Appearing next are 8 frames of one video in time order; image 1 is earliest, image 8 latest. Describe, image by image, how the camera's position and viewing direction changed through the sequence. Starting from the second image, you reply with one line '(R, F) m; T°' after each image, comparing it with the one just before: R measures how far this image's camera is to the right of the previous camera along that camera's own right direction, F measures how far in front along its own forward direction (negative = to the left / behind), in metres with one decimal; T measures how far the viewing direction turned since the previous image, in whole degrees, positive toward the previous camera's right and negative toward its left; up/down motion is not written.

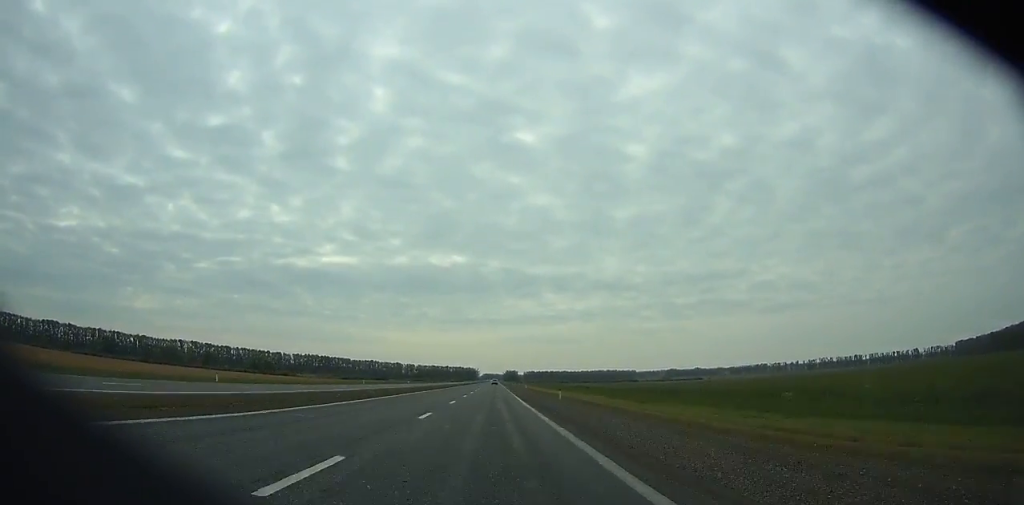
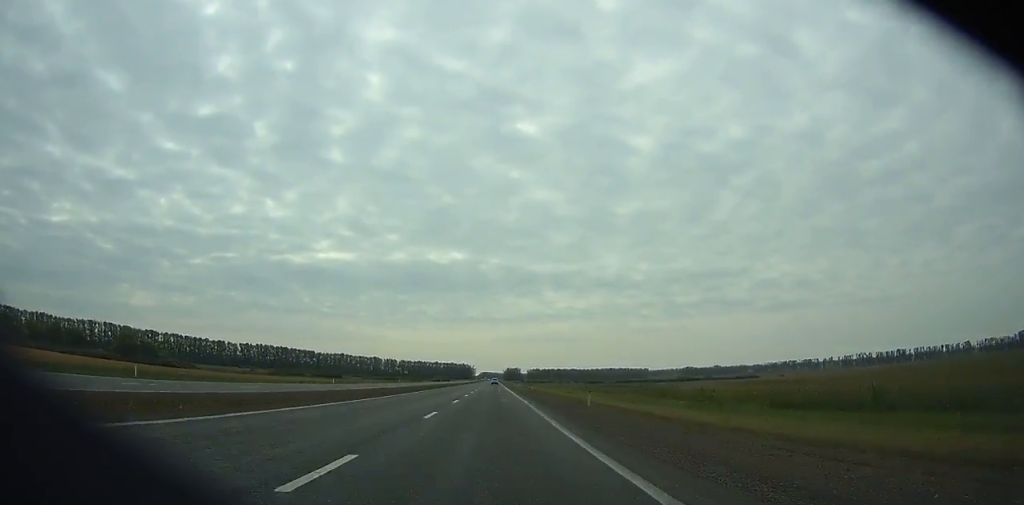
(-0.2, +166.7) m; 0°
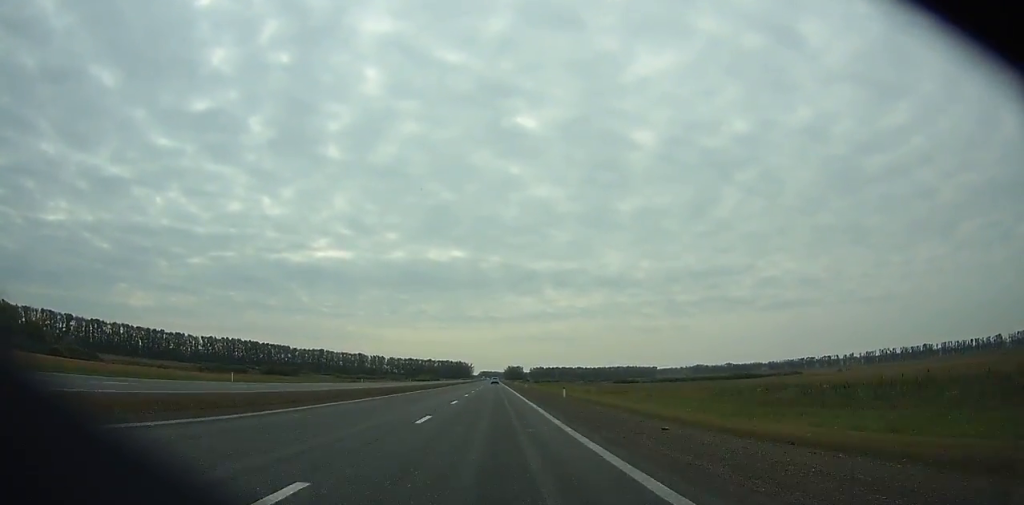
(0.0, +85.4) m; 0°
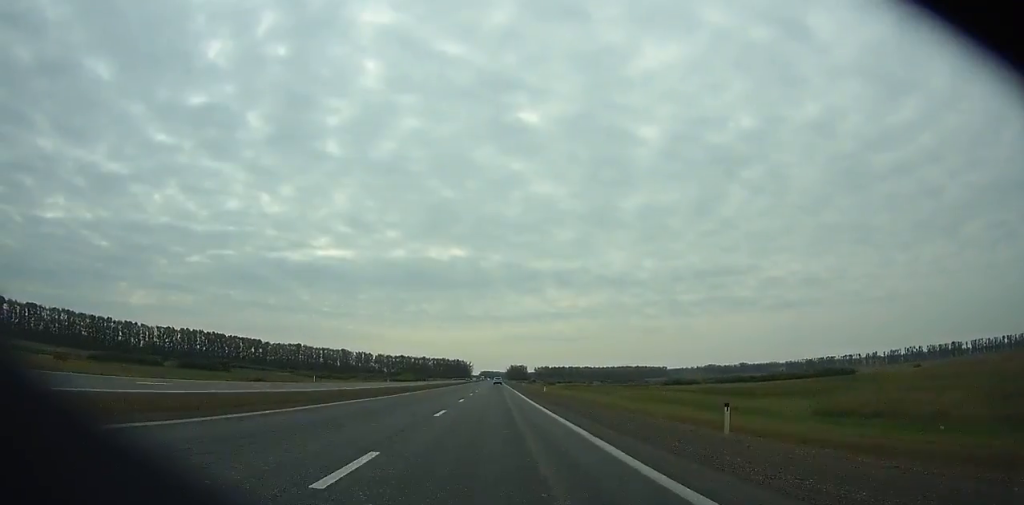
(-0.1, +80.7) m; 0°
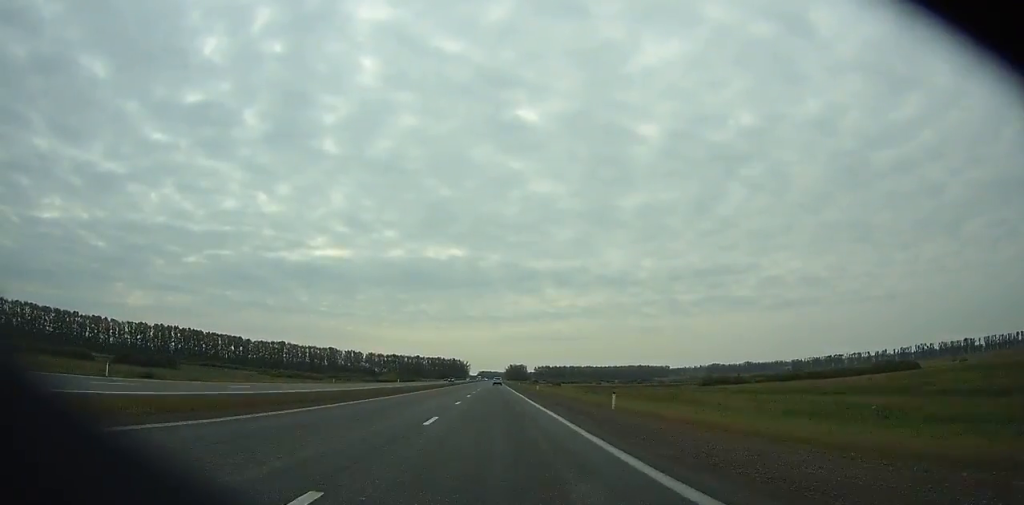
(0.0, +39.0) m; 0°
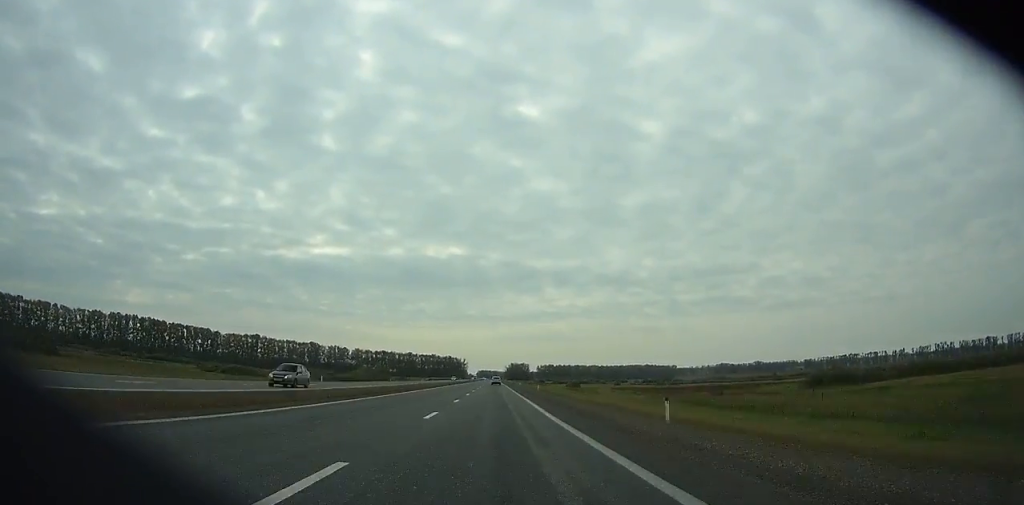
(0.0, +58.4) m; 0°
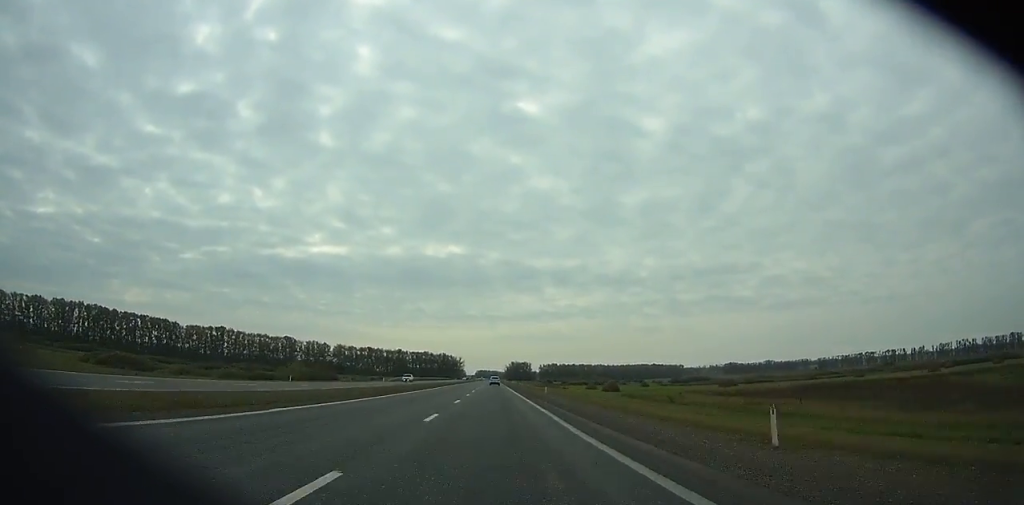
(0.0, +60.8) m; 0°
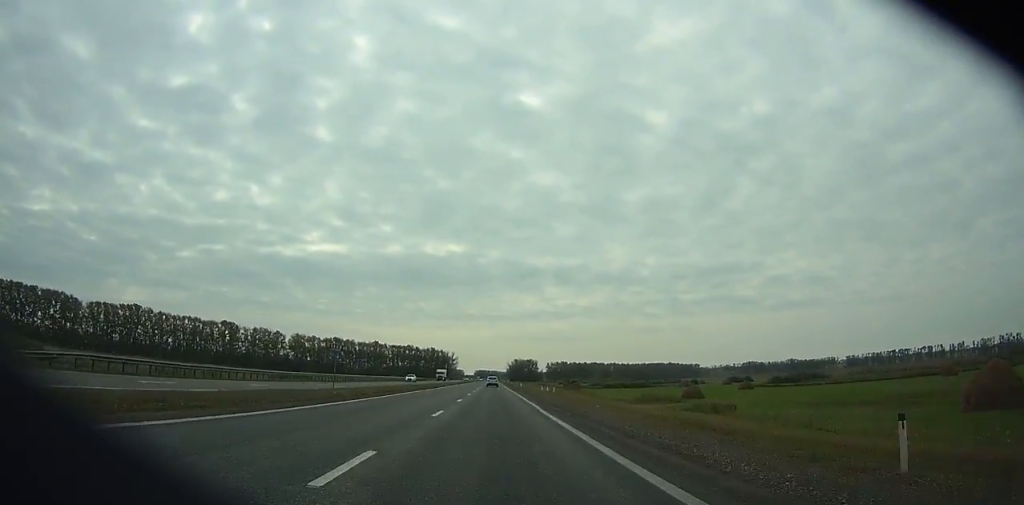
(0.0, +106.4) m; 0°
